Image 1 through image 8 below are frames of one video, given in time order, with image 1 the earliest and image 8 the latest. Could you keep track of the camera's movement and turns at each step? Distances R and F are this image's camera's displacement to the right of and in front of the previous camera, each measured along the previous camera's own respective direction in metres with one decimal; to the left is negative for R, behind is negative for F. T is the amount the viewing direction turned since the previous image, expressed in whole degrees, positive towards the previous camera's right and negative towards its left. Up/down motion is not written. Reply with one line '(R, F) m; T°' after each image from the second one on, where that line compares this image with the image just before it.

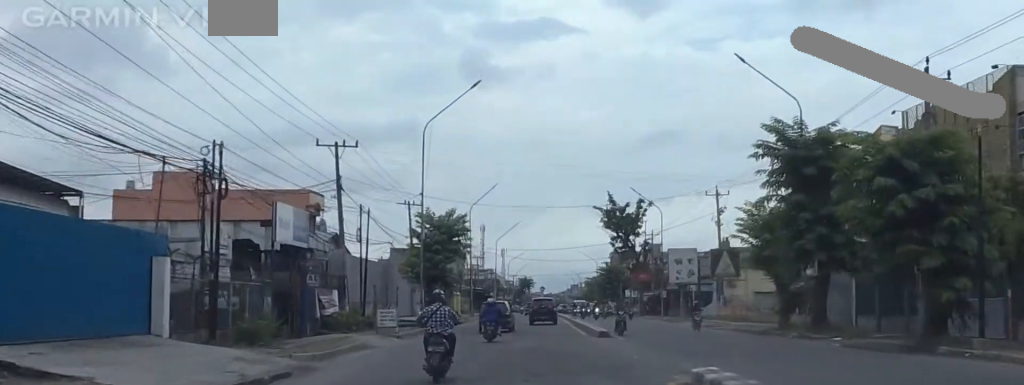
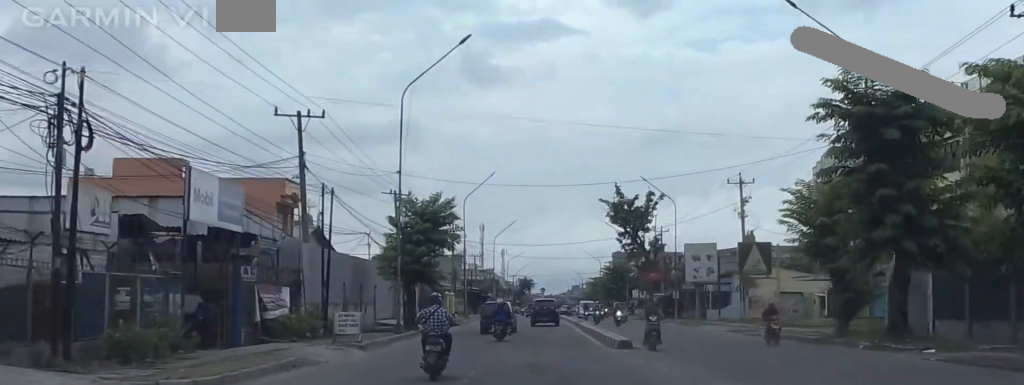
(+0.1, +8.1) m; -3°
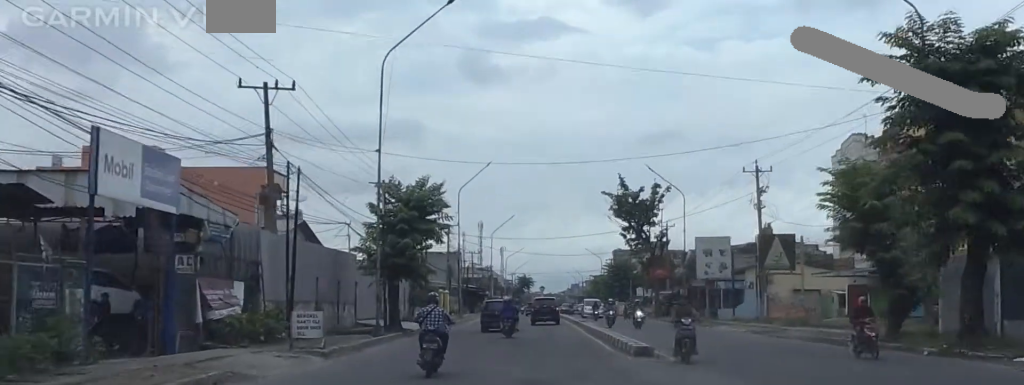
(-0.5, +5.2) m; +1°
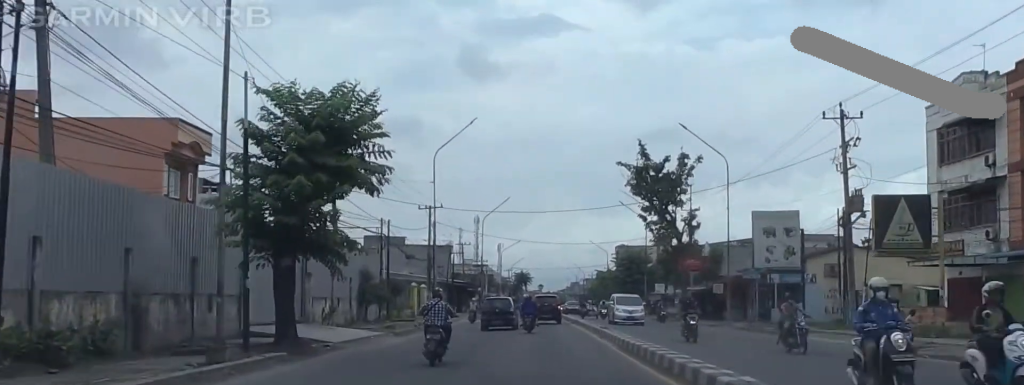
(+1.0, +17.4) m; +1°
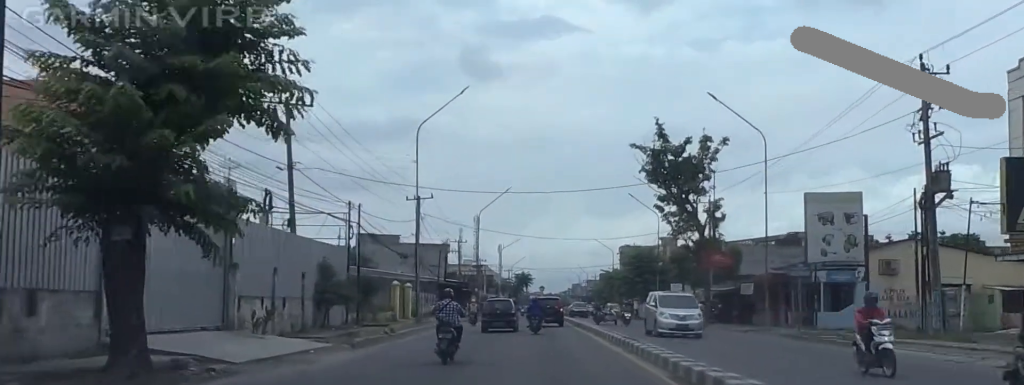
(-0.9, +9.2) m; -1°
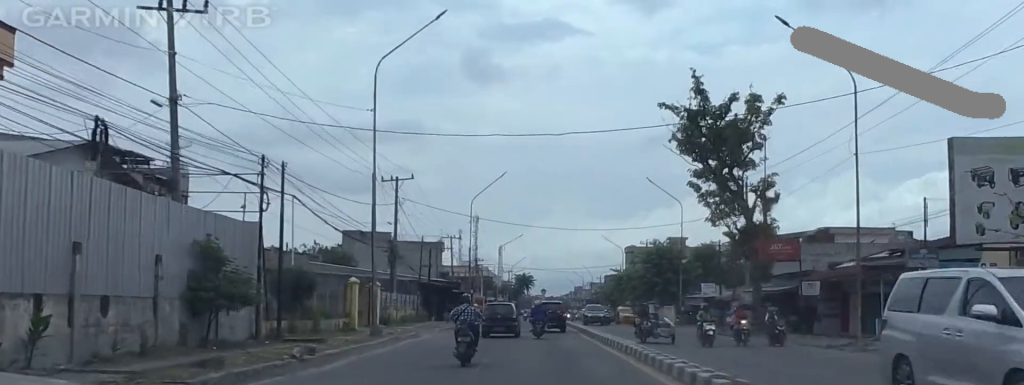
(+0.1, +14.0) m; -1°
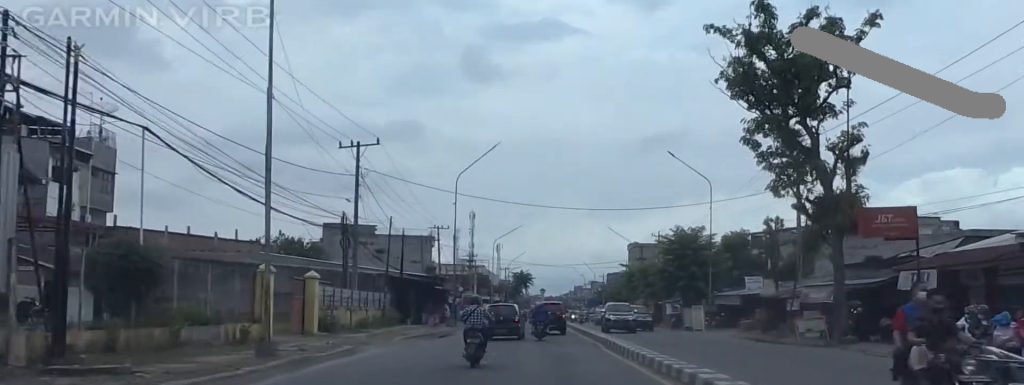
(-0.6, +14.0) m; 0°
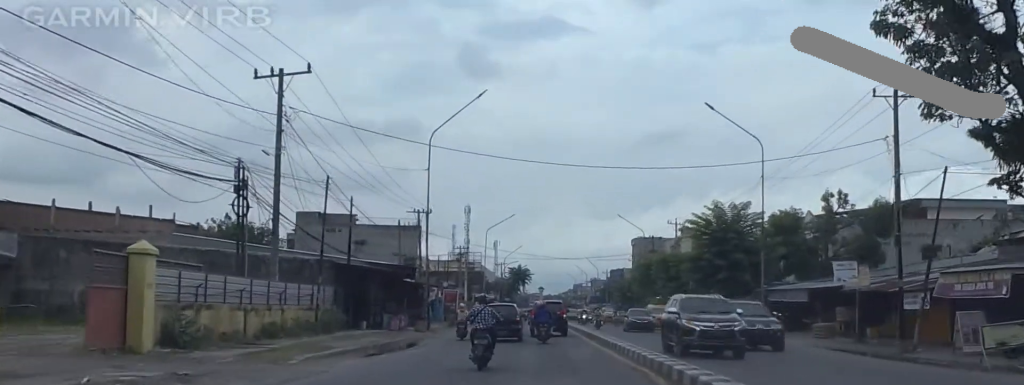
(+0.9, +15.1) m; 0°
